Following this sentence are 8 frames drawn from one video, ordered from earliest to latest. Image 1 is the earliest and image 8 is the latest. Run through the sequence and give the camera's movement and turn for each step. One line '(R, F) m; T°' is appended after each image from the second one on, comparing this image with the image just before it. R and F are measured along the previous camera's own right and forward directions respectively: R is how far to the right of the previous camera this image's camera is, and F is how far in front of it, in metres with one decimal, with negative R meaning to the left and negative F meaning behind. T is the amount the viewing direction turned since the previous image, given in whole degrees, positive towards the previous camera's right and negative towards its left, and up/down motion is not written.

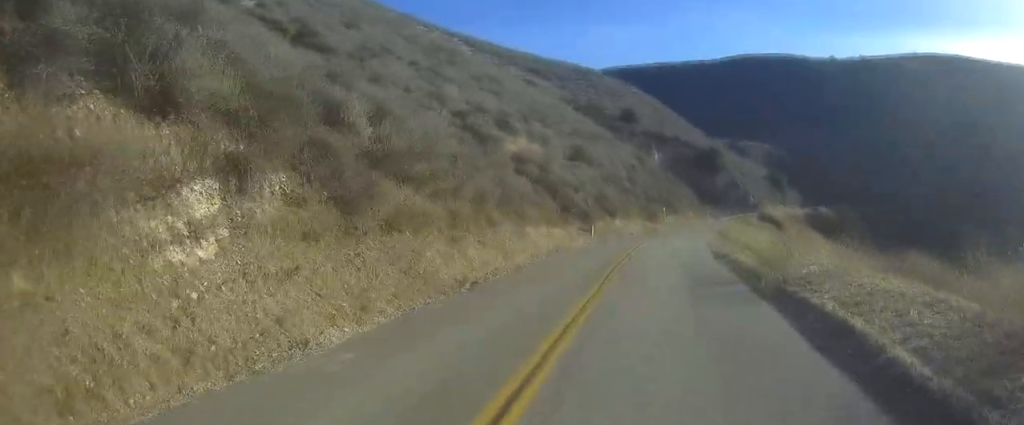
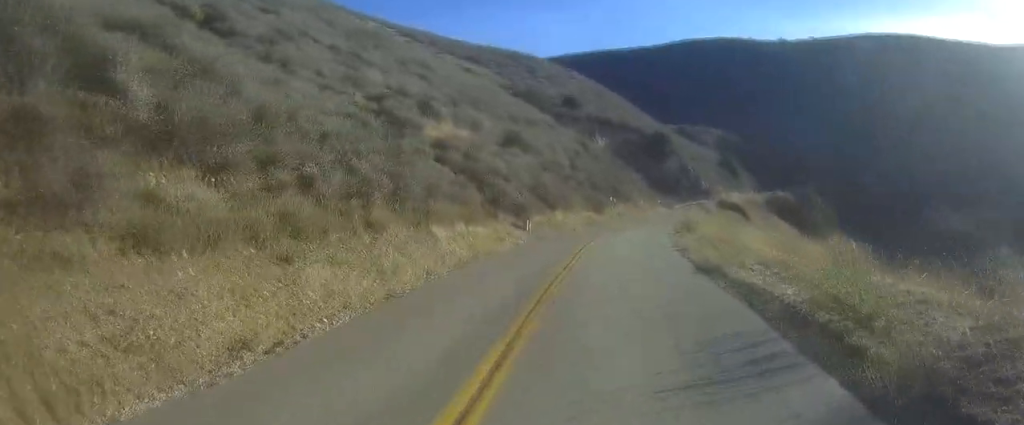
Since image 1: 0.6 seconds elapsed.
(-0.1, +8.1) m; 0°
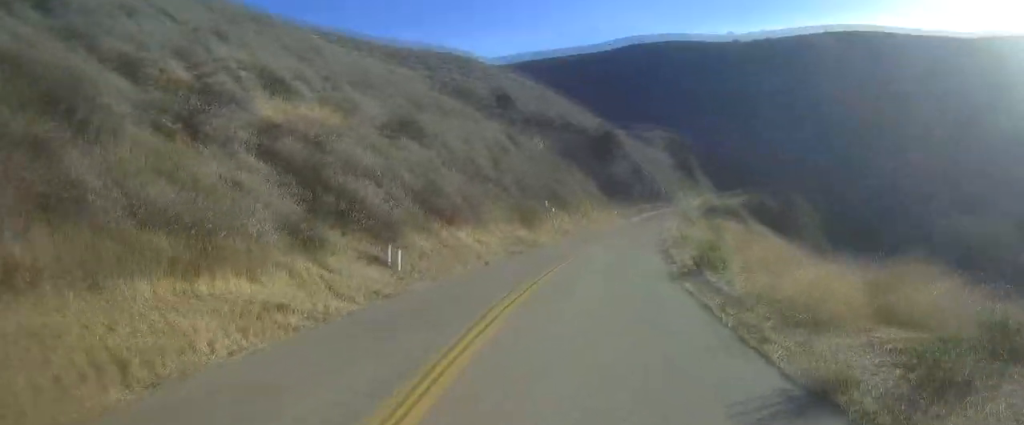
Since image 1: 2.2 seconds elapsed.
(+0.5, +20.6) m; +3°
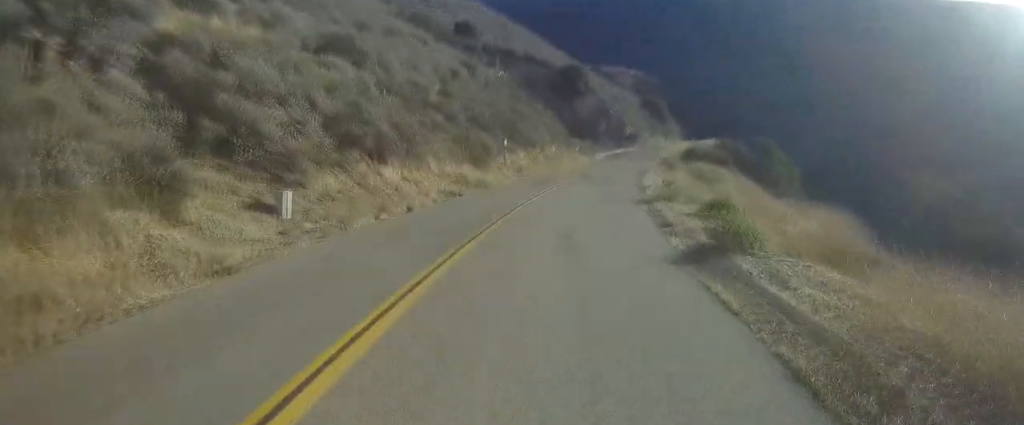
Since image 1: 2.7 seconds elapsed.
(+0.1, +6.7) m; +1°
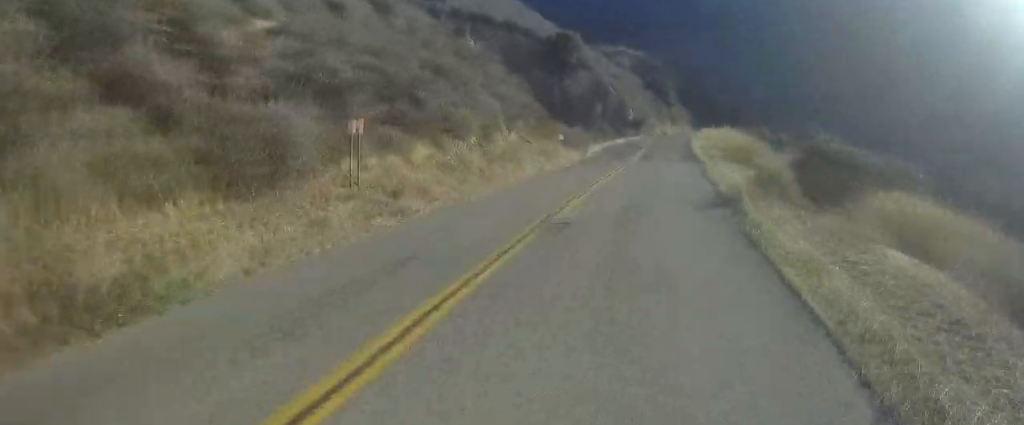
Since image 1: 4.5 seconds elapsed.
(+1.1, +23.3) m; +7°
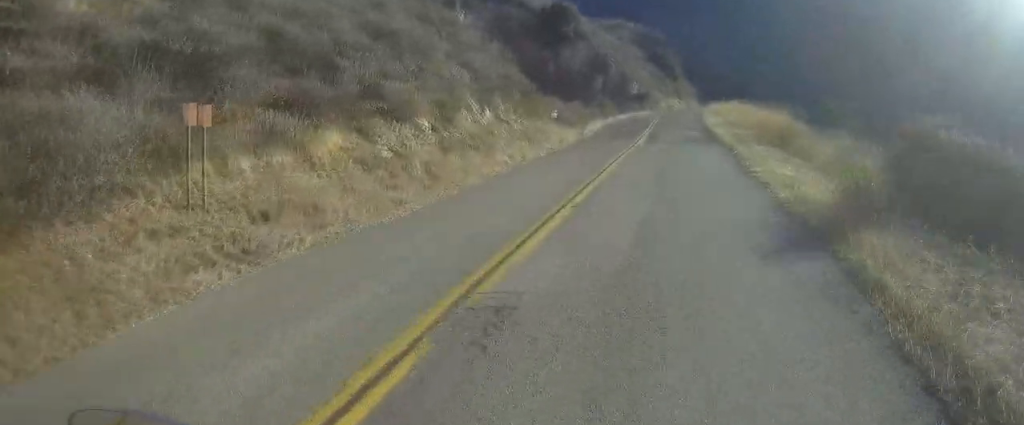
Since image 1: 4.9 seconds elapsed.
(+0.2, +5.8) m; +2°
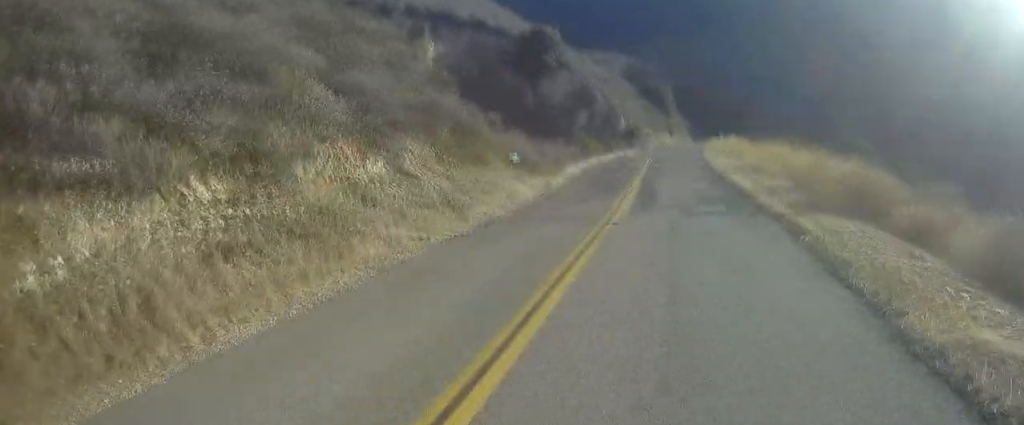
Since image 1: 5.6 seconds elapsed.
(+0.2, +8.9) m; +2°
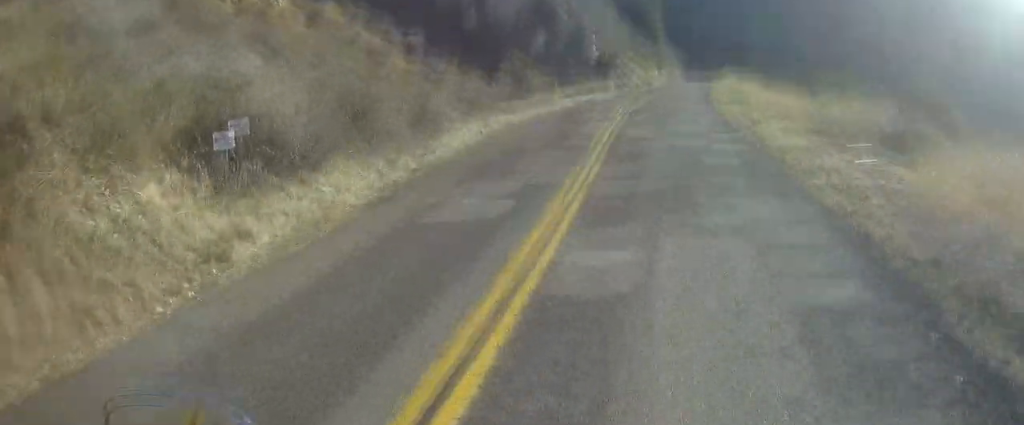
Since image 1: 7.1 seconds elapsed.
(+0.4, +19.5) m; +2°
